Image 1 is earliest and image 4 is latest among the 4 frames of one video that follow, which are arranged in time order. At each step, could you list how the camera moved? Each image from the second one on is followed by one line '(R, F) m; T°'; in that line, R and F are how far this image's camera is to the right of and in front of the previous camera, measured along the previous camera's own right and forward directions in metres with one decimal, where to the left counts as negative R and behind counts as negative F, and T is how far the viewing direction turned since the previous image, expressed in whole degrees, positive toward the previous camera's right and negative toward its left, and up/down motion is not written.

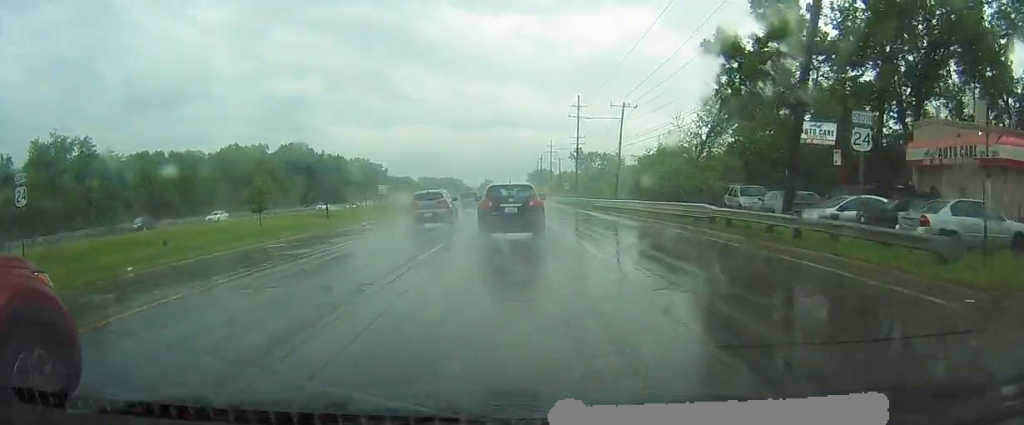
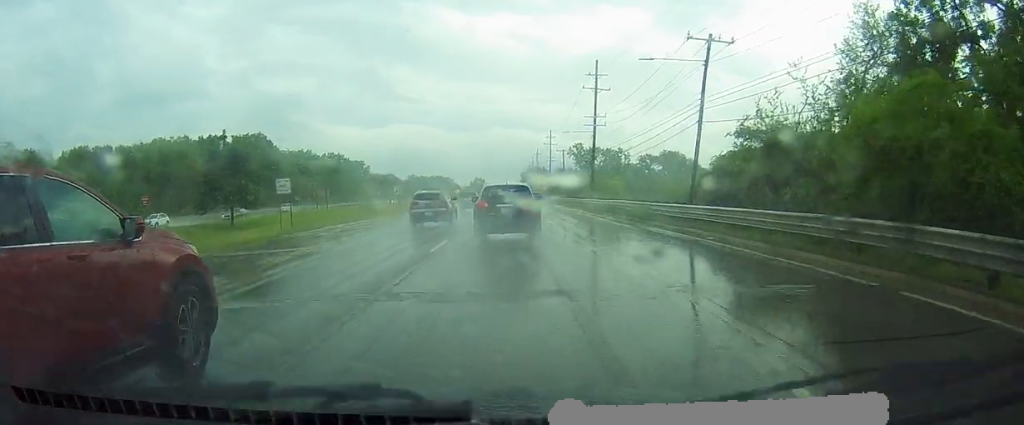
(+0.5, +29.0) m; +1°
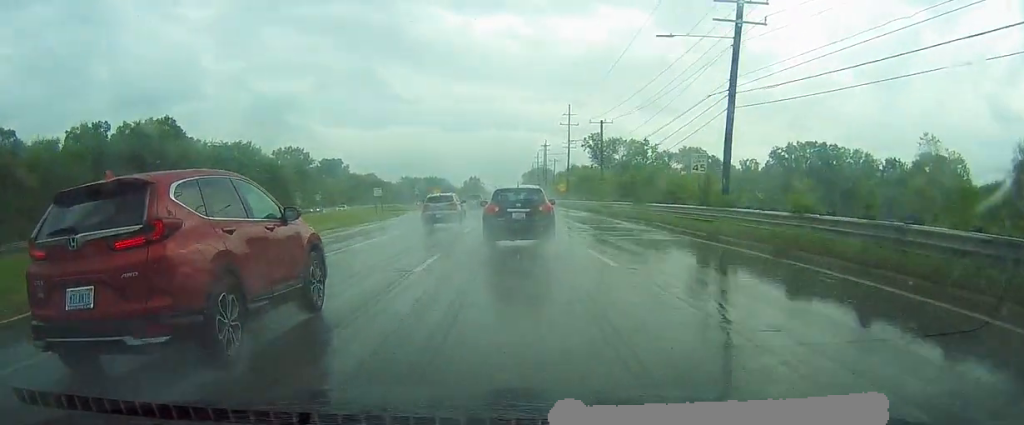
(-0.8, +48.7) m; -1°
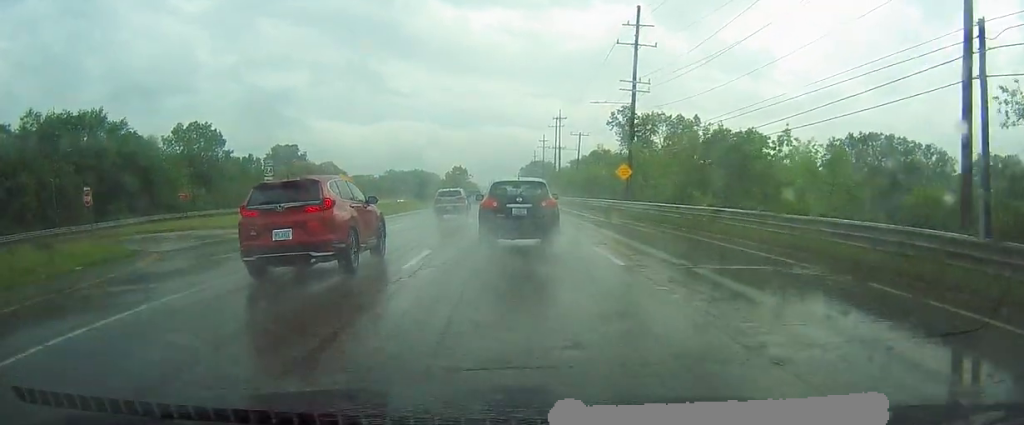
(+1.1, +60.7) m; +1°
